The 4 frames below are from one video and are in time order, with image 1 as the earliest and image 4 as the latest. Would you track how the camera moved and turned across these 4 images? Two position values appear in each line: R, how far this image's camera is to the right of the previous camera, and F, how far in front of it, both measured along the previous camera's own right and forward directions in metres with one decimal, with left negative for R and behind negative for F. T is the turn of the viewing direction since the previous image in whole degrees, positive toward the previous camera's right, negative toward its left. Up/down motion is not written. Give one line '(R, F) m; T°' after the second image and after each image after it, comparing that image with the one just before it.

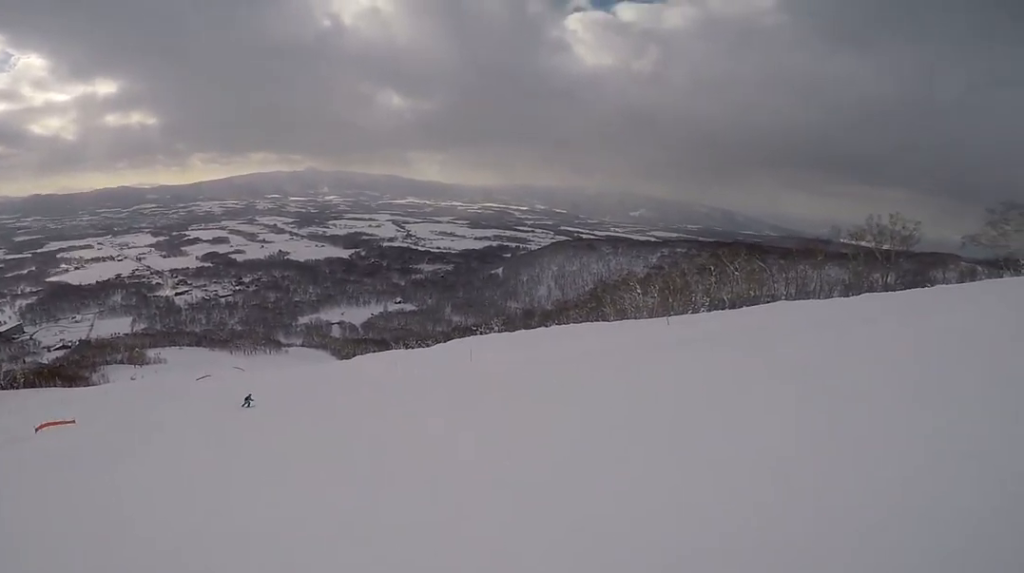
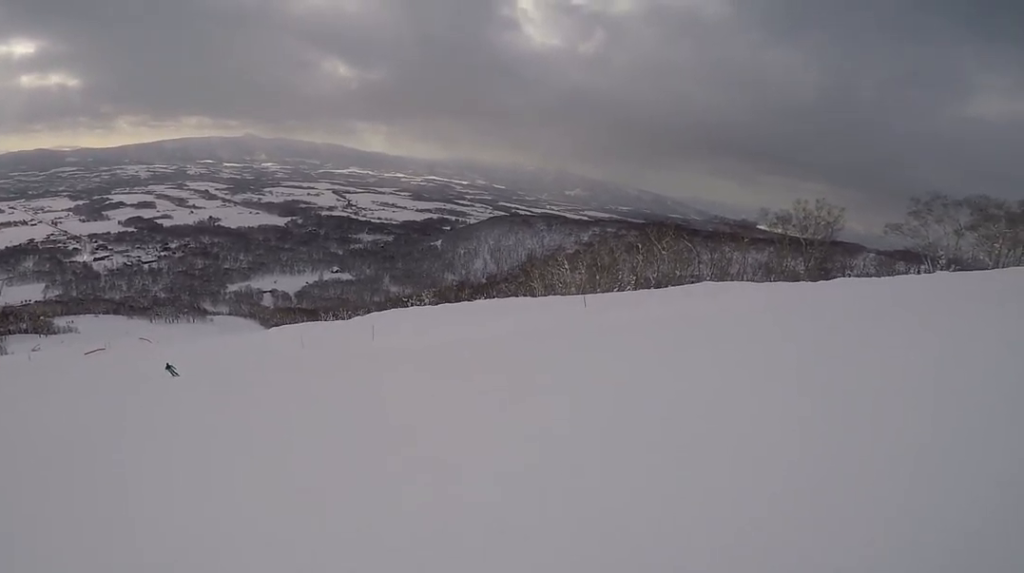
(+0.9, +6.2) m; +5°
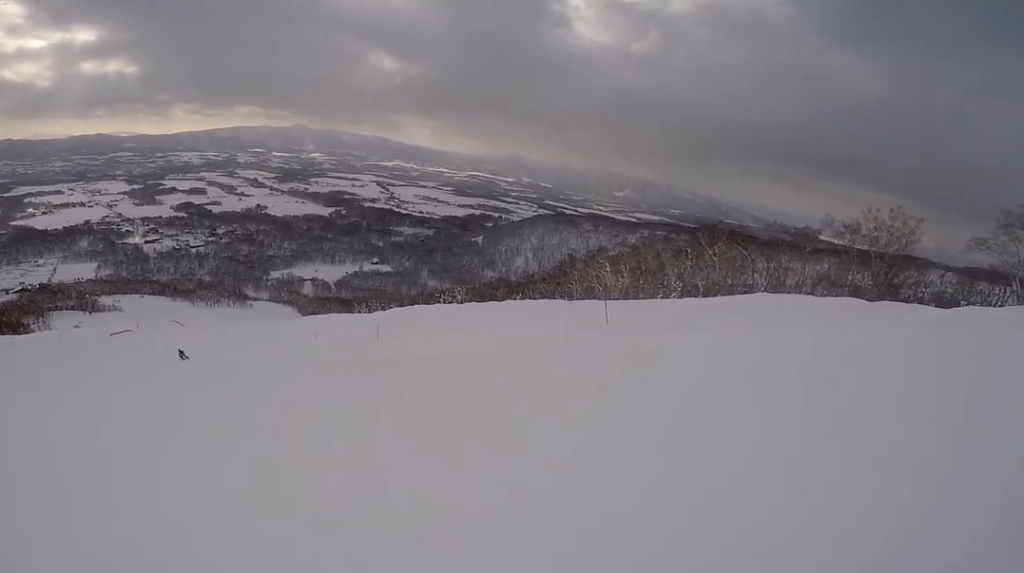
(-0.2, +4.3) m; -3°
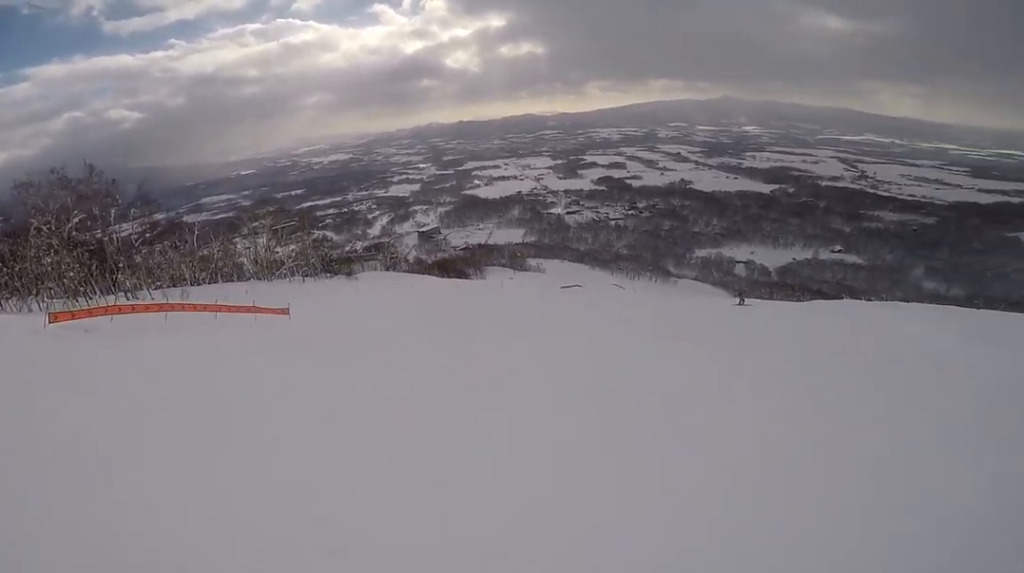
(-19.3, +9.3) m; -99°
